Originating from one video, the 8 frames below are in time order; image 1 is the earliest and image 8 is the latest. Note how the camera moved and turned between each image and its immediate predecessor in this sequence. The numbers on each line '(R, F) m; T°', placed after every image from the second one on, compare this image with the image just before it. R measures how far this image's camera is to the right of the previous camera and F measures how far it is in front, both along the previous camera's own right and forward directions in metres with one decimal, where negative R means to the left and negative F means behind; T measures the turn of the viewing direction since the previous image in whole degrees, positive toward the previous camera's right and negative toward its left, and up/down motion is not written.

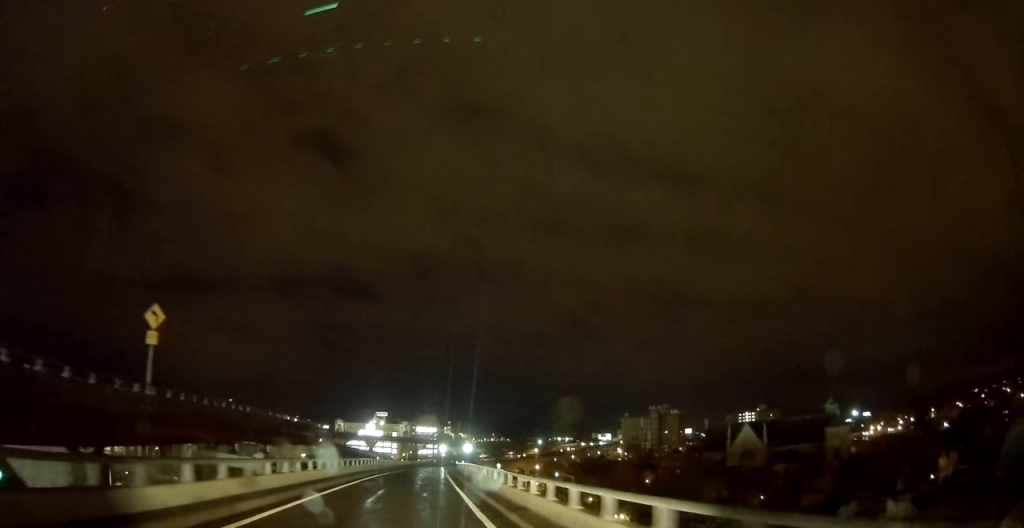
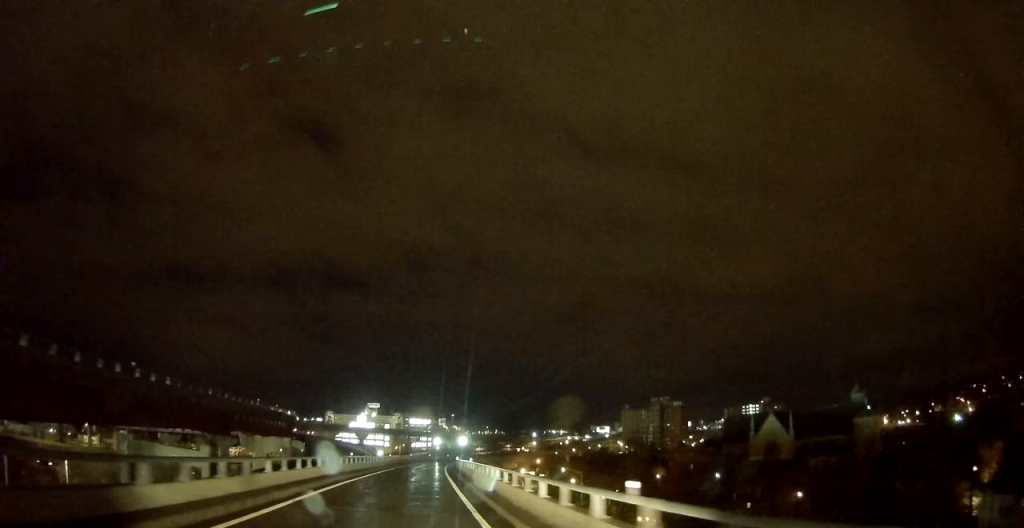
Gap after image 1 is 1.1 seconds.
(-0.2, +15.3) m; 0°
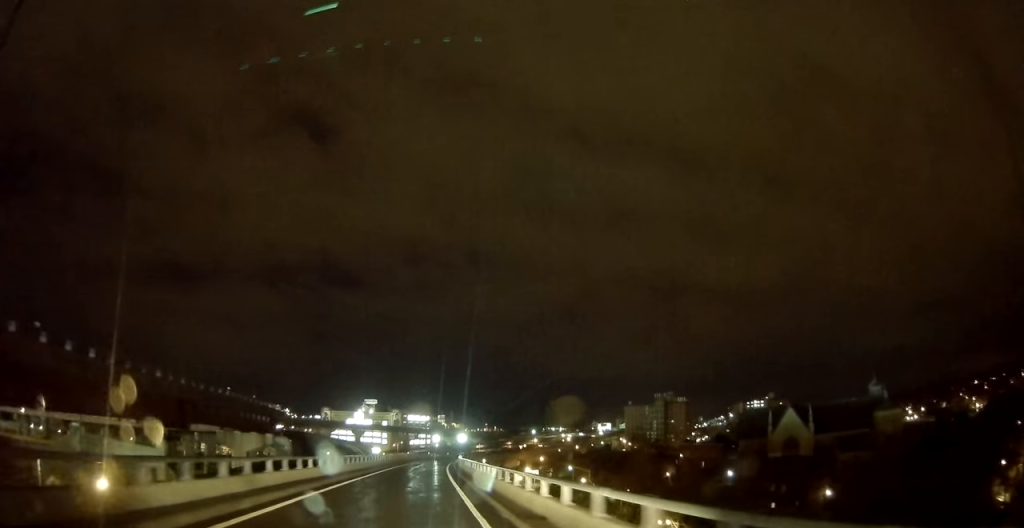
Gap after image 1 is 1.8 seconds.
(0.0, +9.1) m; +1°
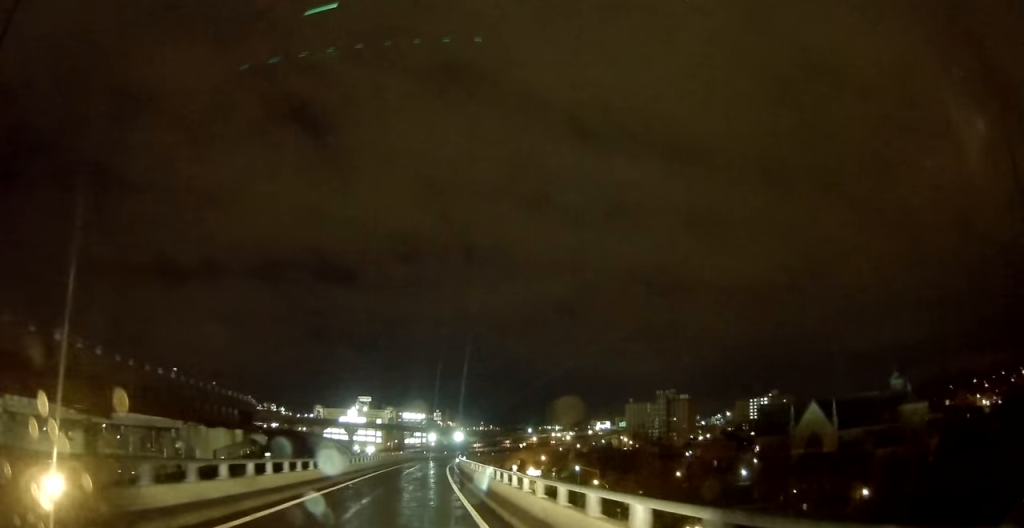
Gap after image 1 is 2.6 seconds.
(+0.3, +11.6) m; +1°
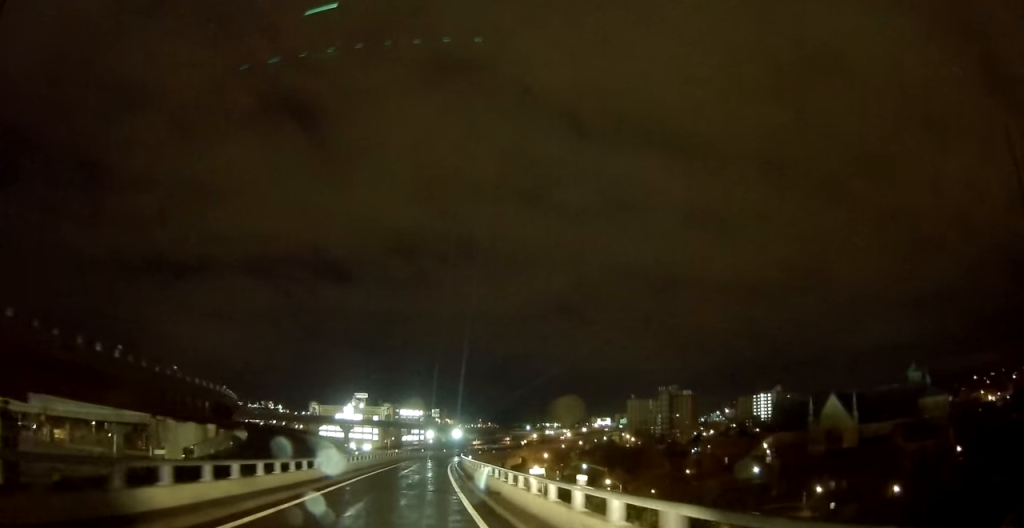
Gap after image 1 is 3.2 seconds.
(-0.2, +8.0) m; -1°
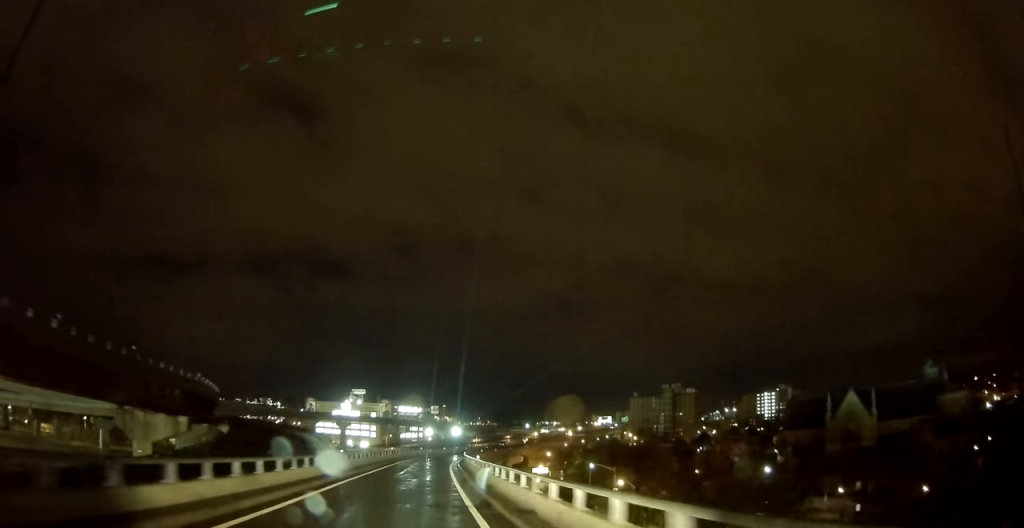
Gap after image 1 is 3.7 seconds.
(-0.1, +6.6) m; 0°
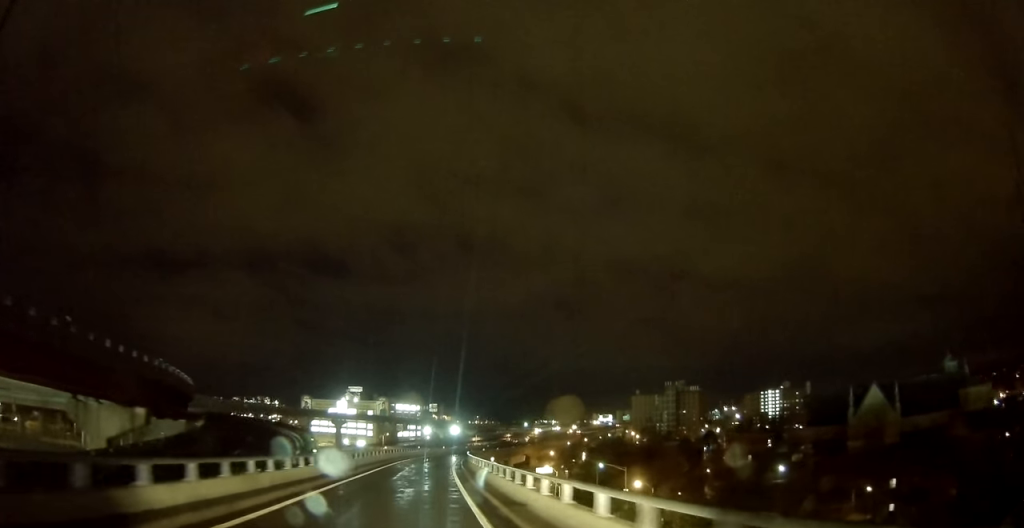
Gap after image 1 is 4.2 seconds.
(0.0, +7.8) m; 0°
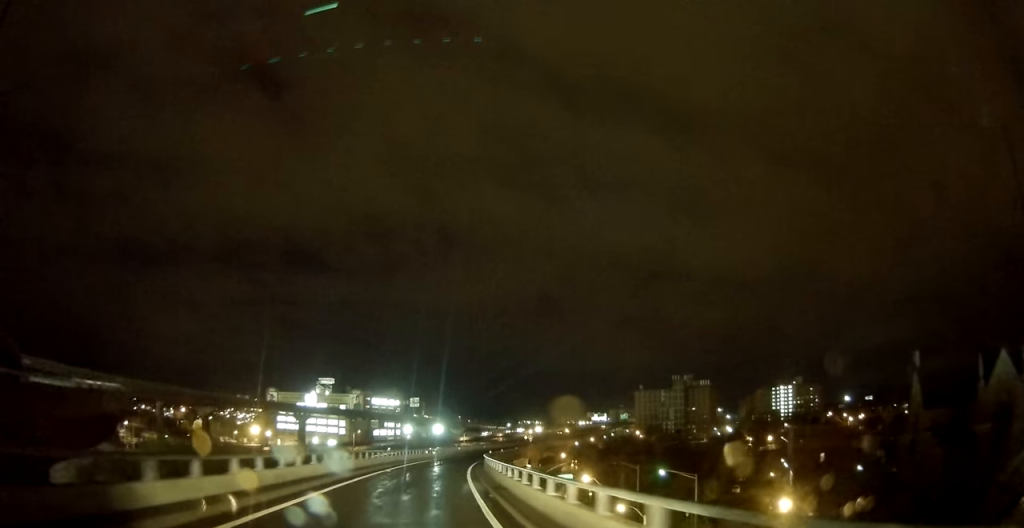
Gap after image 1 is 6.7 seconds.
(+0.9, +38.3) m; +3°
